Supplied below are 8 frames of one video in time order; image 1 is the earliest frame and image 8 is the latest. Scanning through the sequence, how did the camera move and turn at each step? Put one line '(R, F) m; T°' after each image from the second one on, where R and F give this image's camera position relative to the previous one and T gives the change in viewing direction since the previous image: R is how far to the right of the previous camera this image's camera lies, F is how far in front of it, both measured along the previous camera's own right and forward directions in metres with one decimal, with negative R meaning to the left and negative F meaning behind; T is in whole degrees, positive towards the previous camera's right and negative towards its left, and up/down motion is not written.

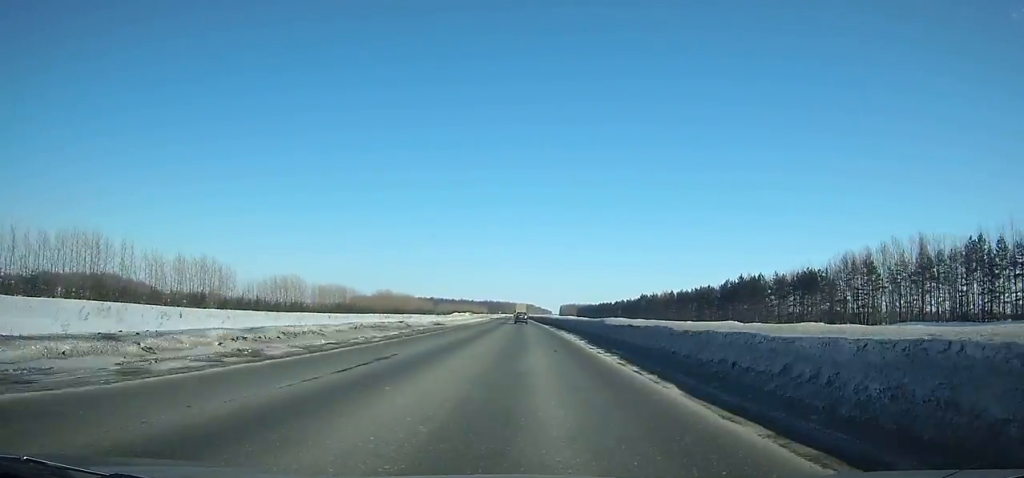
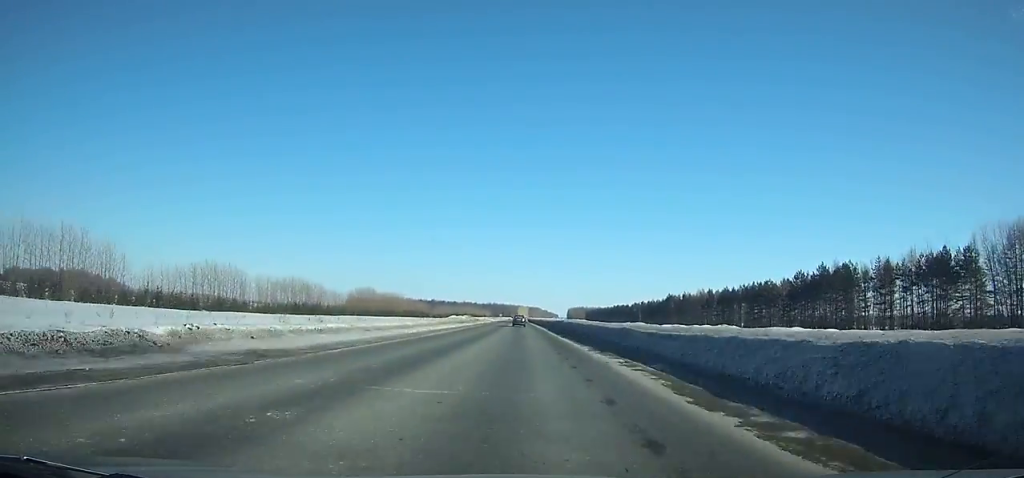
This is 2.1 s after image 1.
(-0.3, +51.2) m; -1°
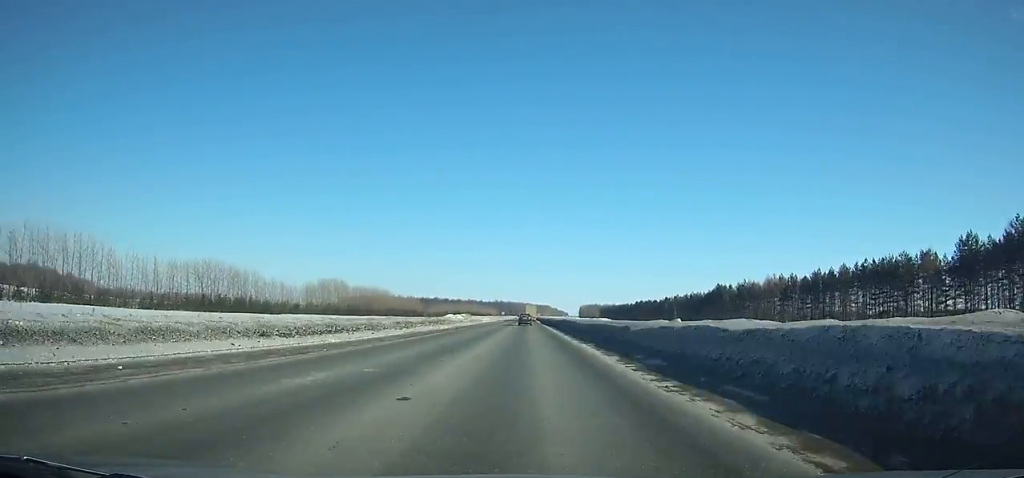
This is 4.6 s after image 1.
(-0.2, +64.1) m; -1°
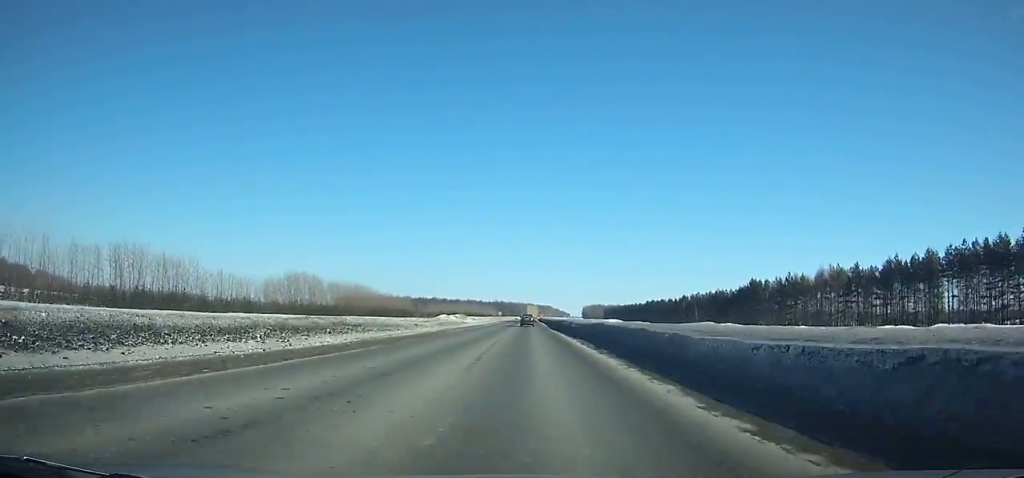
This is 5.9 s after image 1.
(-0.3, +33.8) m; 0°
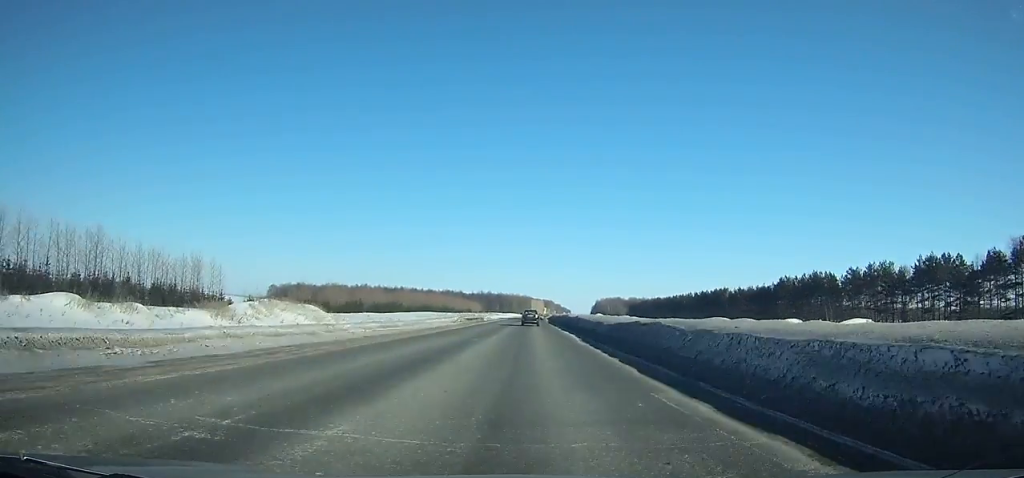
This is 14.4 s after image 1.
(+0.1, +213.8) m; 0°
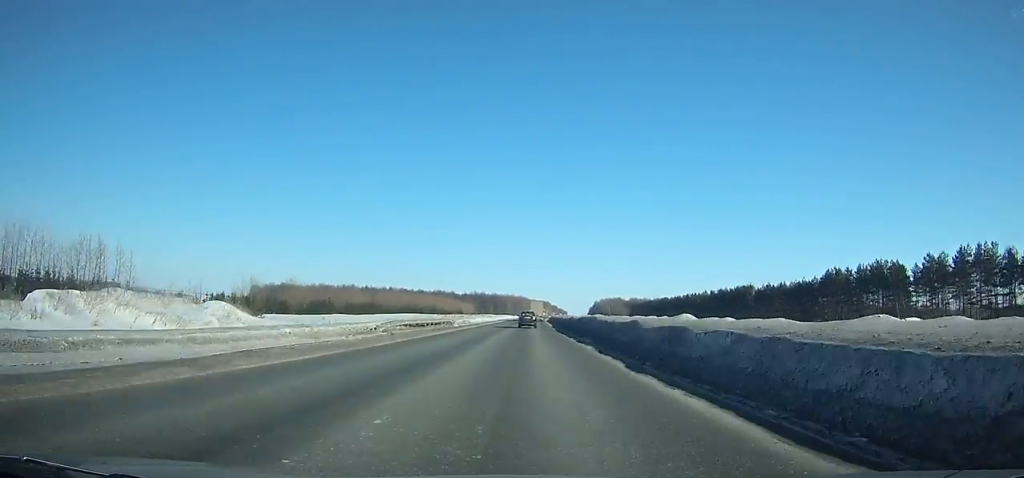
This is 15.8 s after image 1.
(+0.1, +33.8) m; 0°
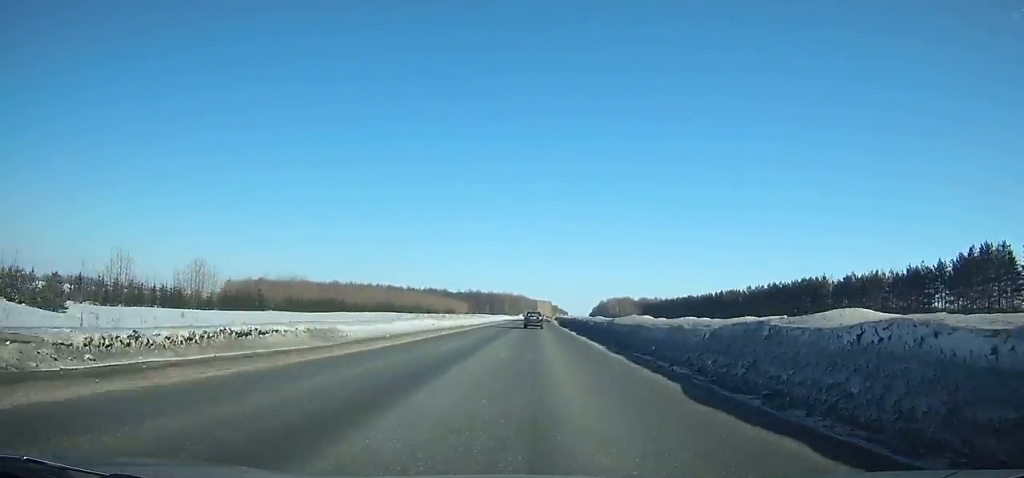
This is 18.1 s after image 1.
(+0.1, +54.3) m; 0°
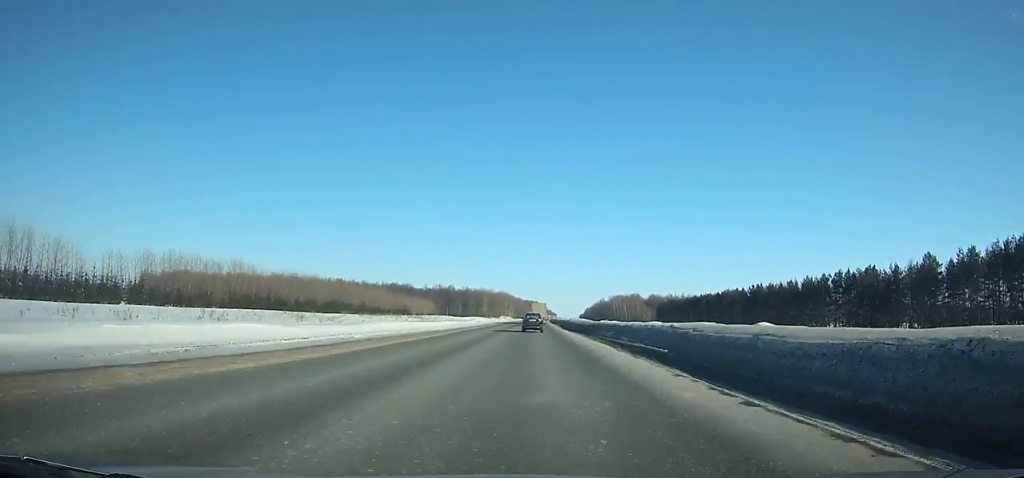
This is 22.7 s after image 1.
(+0.9, +106.8) m; +1°
